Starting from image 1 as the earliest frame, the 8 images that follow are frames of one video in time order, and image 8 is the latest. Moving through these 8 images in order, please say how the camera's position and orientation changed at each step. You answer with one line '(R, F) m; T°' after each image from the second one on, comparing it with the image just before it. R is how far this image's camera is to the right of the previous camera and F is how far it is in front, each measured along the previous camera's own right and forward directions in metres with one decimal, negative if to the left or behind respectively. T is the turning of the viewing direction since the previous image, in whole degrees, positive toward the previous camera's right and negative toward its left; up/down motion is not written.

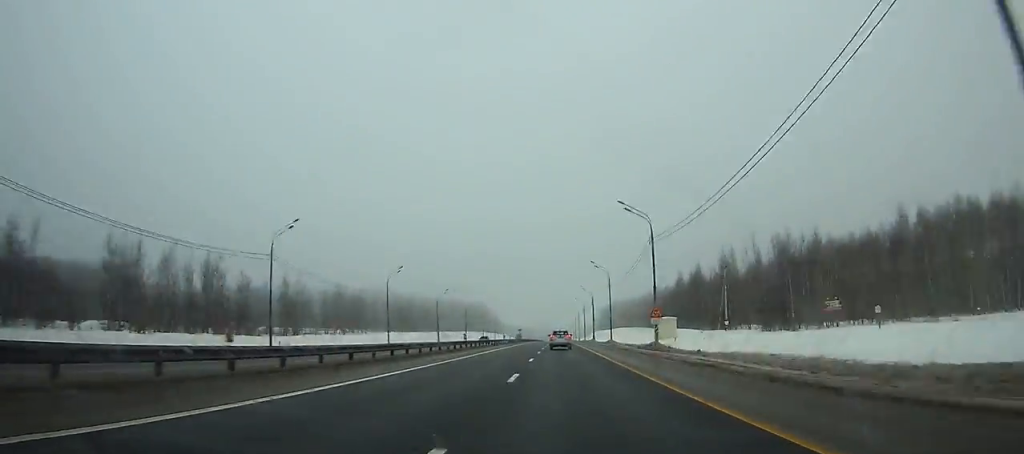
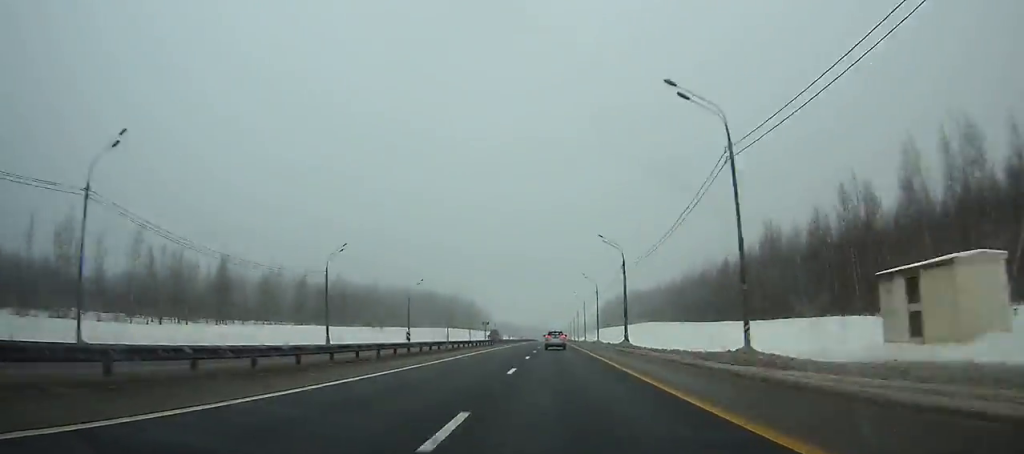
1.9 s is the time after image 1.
(-0.2, +57.6) m; 0°
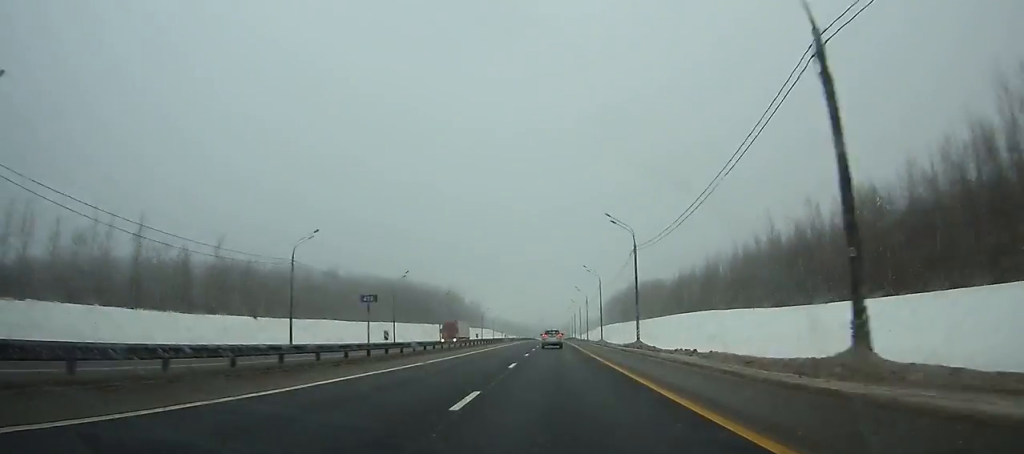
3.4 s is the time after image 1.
(+0.1, +45.0) m; 0°
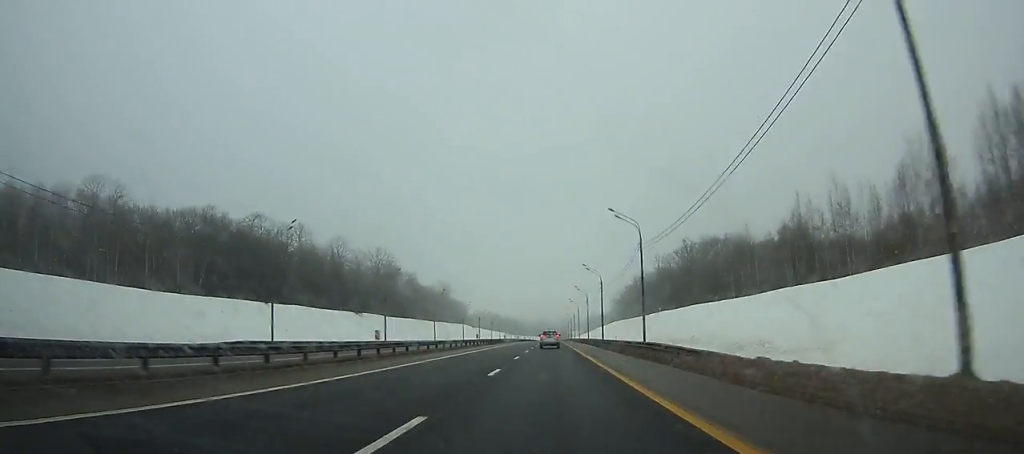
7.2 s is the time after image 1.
(0.0, +113.0) m; 0°
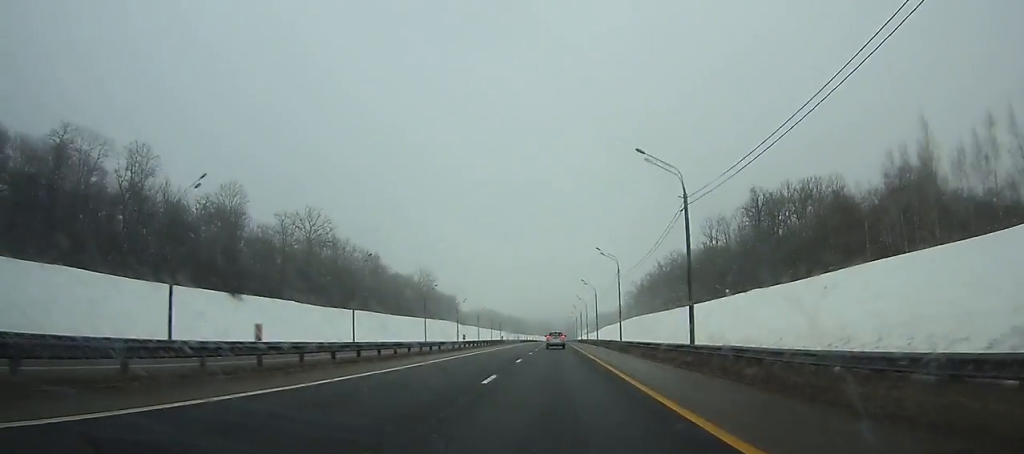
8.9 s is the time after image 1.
(-0.2, +50.5) m; 0°
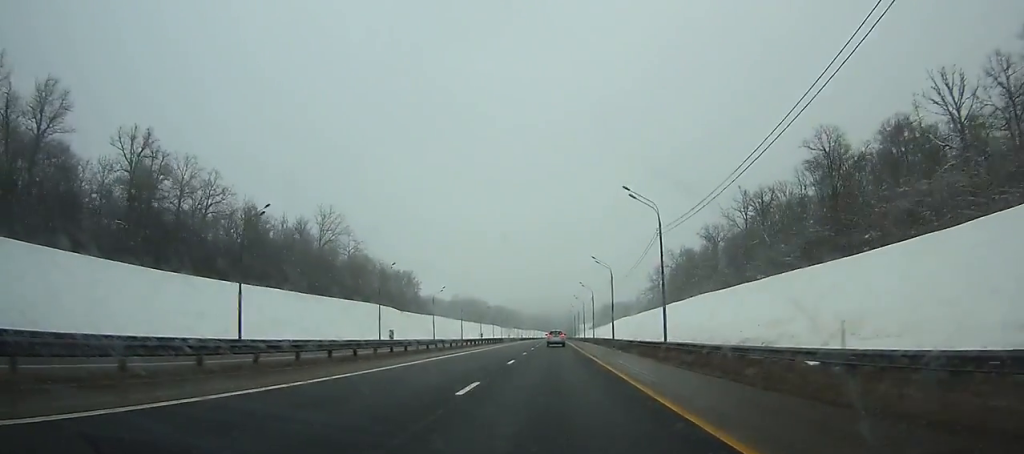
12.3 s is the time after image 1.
(-0.5, +101.0) m; 0°
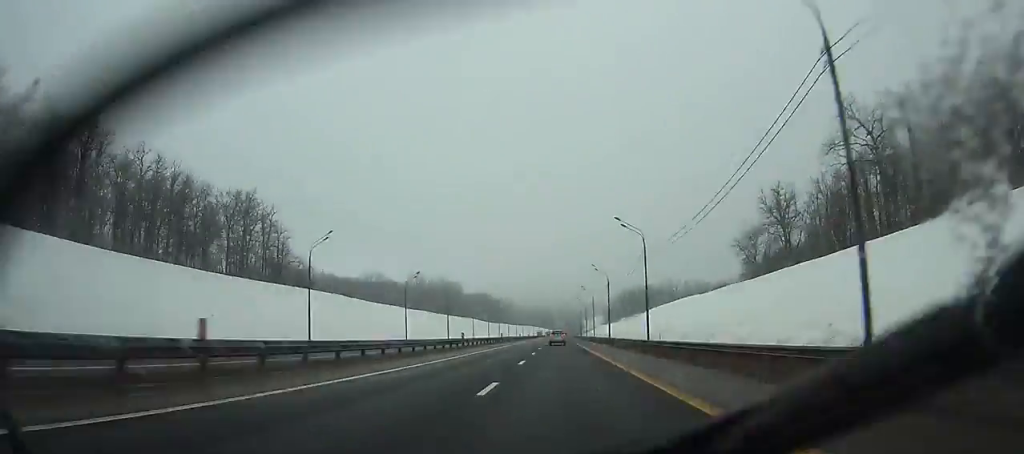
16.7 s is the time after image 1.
(+0.1, +132.1) m; 0°
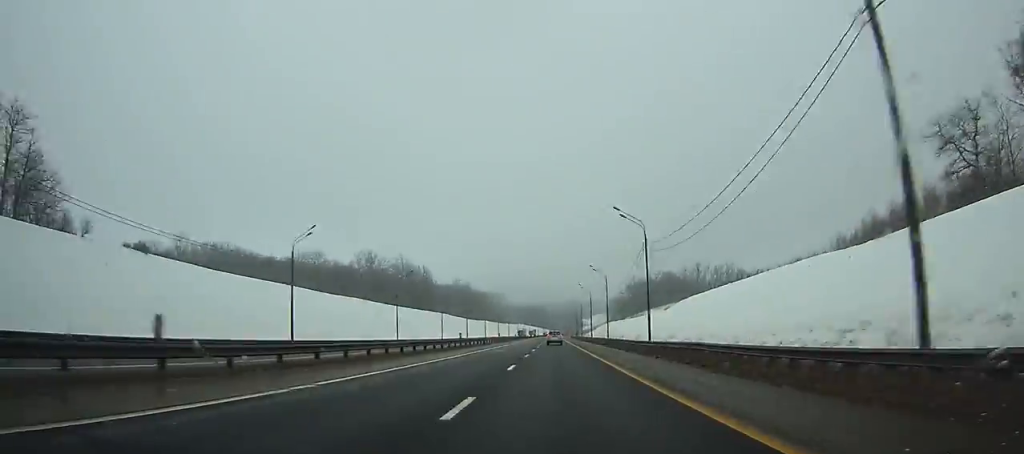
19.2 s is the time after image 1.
(+0.5, +76.1) m; 0°
